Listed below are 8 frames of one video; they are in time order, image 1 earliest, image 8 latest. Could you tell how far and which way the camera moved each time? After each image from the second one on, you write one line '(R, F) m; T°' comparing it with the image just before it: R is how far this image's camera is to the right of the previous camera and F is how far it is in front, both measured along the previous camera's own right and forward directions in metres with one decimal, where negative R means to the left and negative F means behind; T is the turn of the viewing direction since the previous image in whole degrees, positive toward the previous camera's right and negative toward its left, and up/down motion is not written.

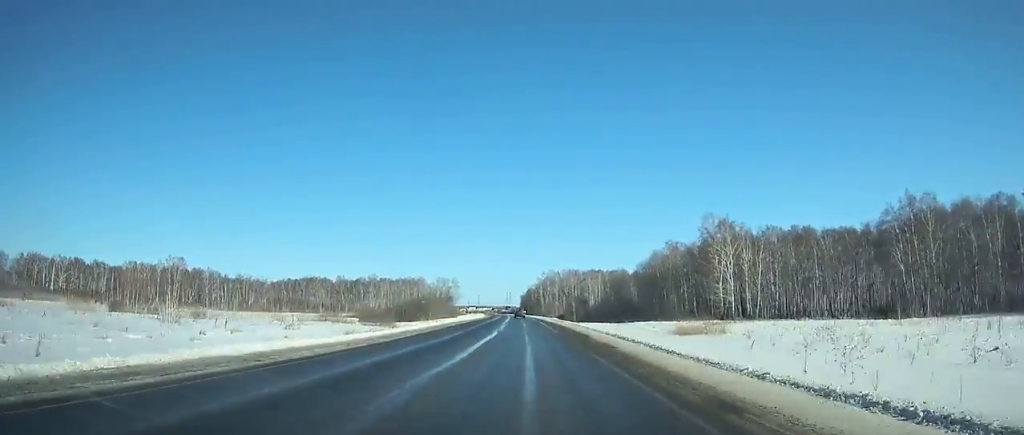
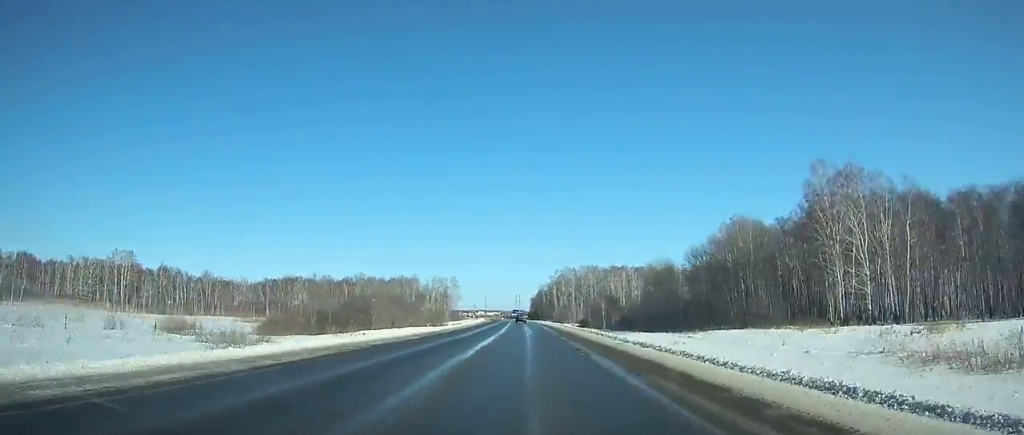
(-0.7, +45.2) m; -1°
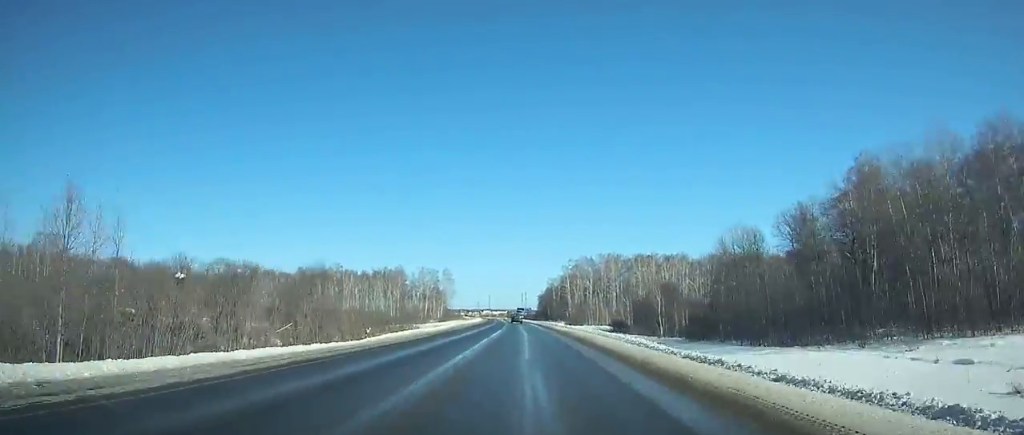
(-0.4, +47.2) m; -1°
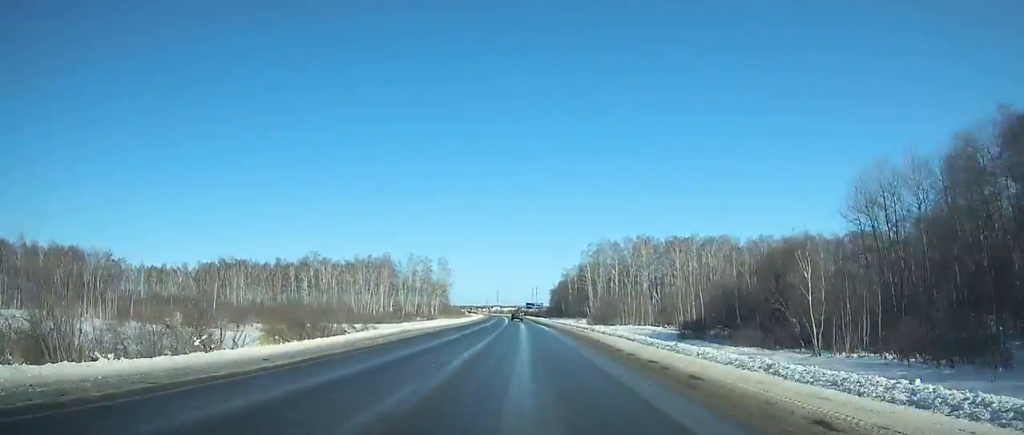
(-0.4, +37.4) m; -1°
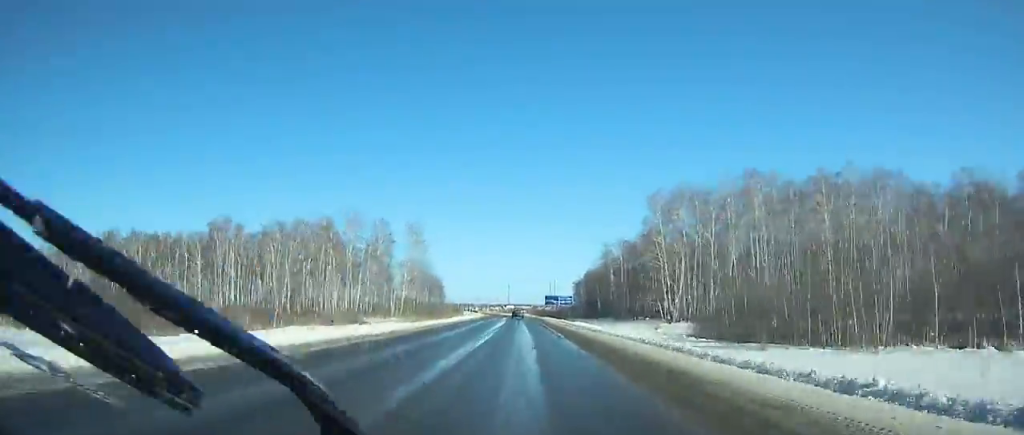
(-0.9, +75.9) m; -1°
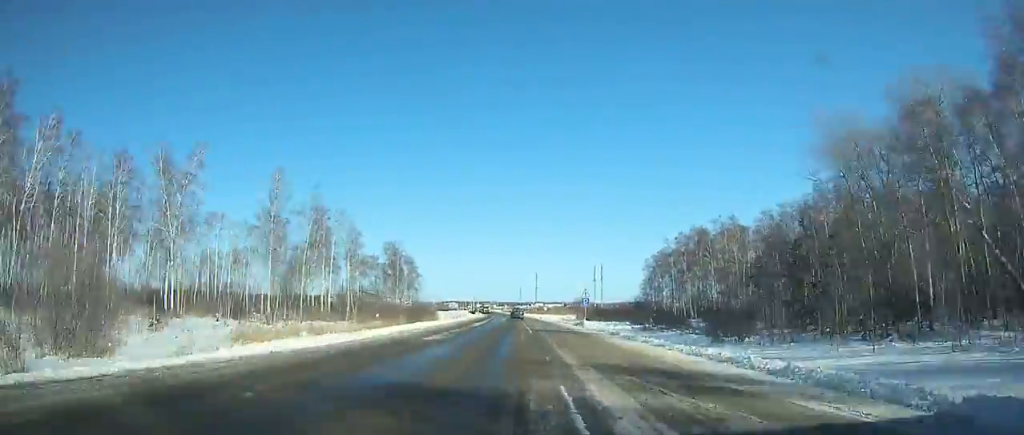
(-3.3, +124.8) m; -3°
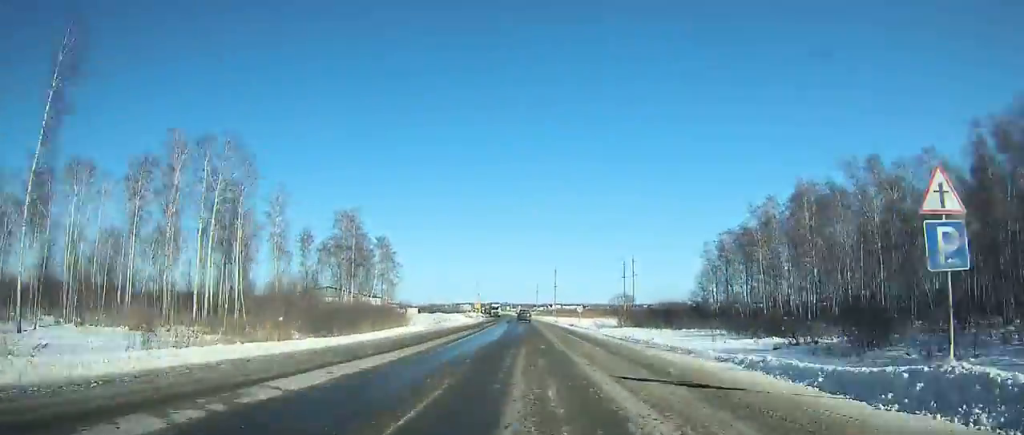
(-0.5, +45.2) m; -1°
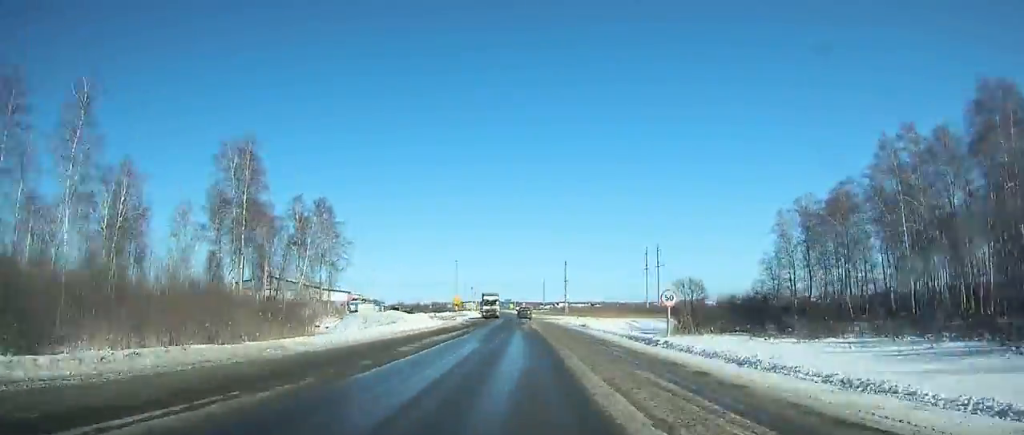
(-0.2, +38.0) m; -1°
